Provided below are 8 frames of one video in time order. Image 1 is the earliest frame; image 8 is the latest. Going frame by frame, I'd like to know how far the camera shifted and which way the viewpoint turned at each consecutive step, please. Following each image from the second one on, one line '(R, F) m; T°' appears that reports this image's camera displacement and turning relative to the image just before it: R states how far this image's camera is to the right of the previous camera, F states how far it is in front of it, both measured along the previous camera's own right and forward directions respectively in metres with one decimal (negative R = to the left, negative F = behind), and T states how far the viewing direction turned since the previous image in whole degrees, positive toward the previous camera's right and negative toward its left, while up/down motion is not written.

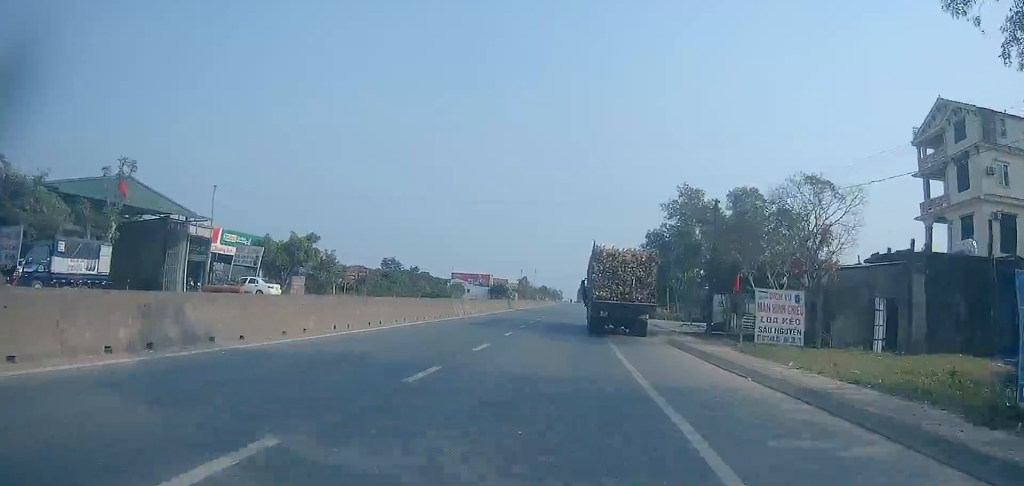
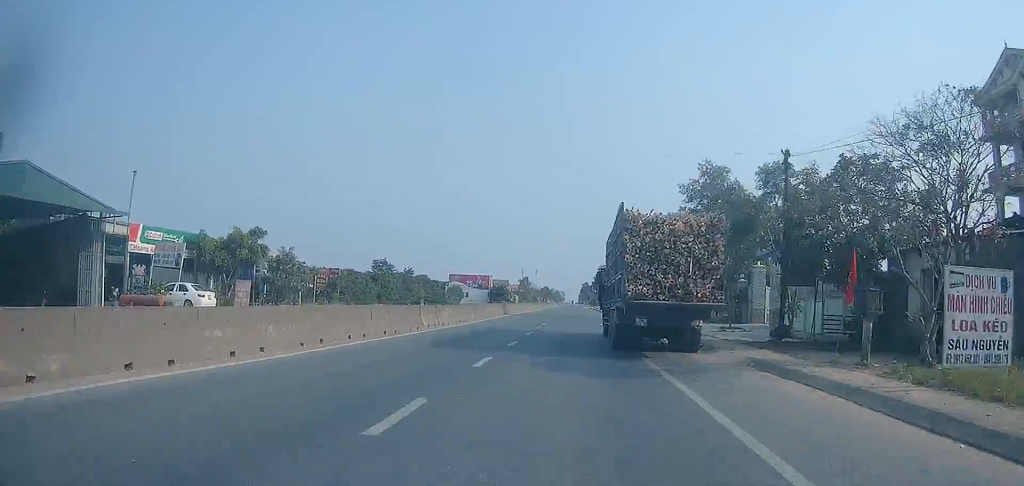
(+0.1, +9.2) m; +1°
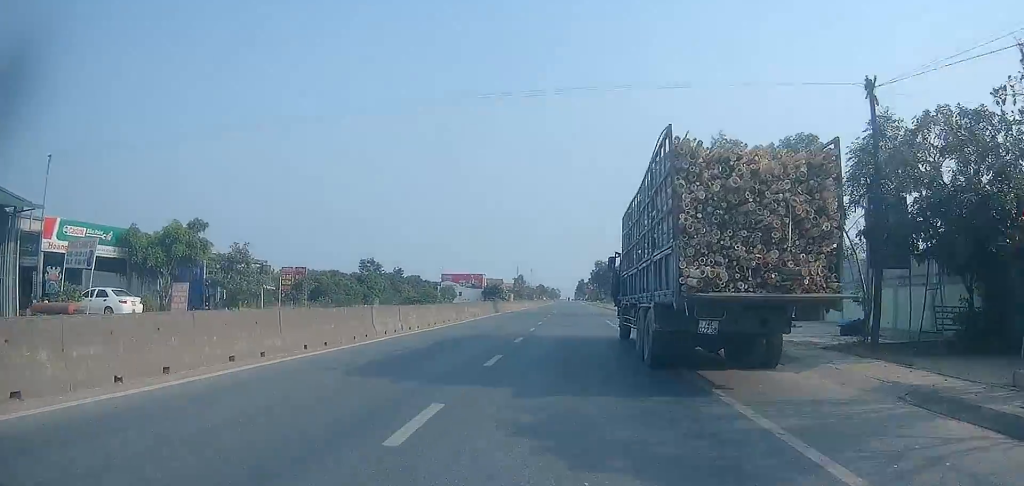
(0.0, +6.6) m; +1°
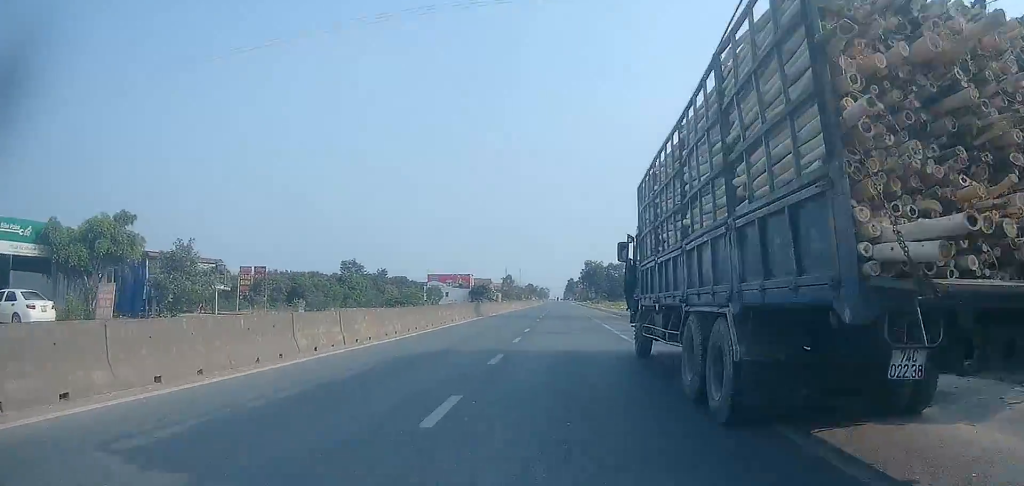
(+0.1, +5.4) m; +1°
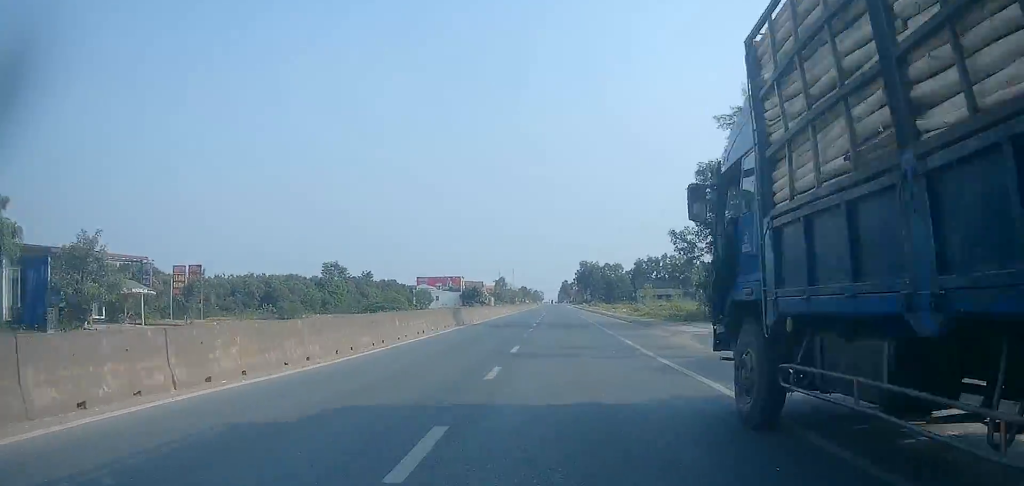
(0.0, +8.0) m; +3°
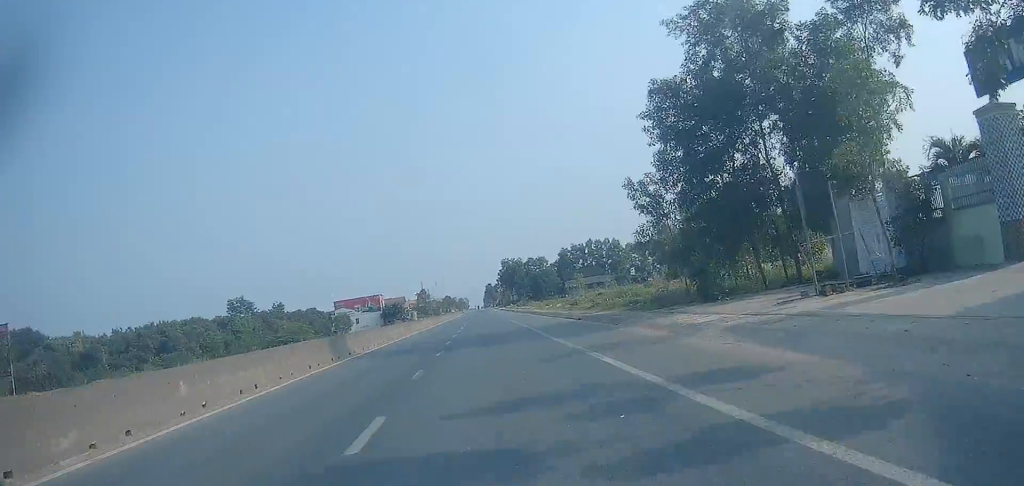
(+0.4, +11.1) m; +1°
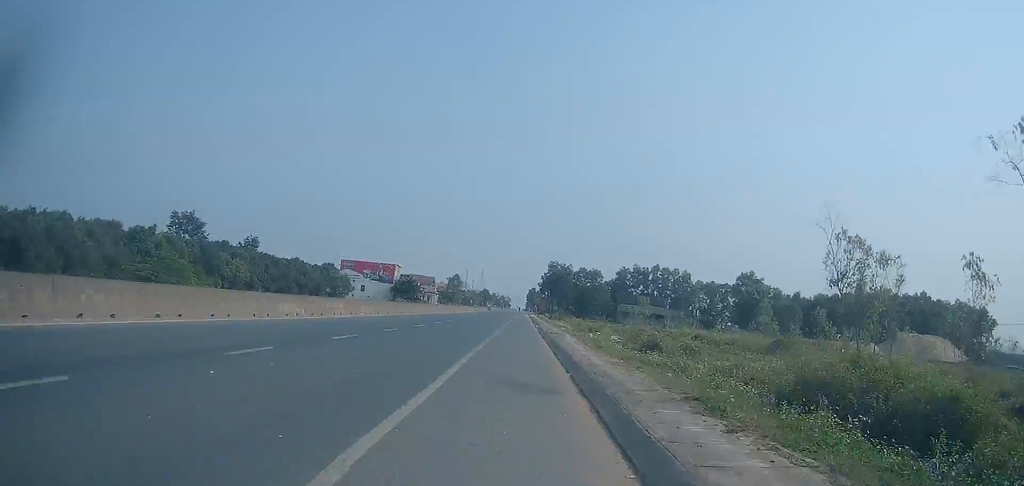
(-1.7, +36.7) m; -5°
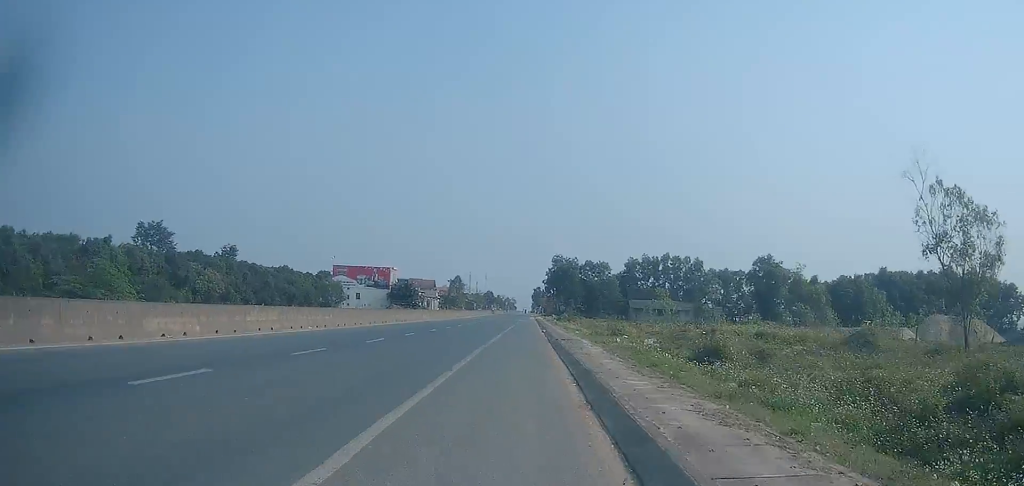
(-0.1, +9.6) m; -1°
